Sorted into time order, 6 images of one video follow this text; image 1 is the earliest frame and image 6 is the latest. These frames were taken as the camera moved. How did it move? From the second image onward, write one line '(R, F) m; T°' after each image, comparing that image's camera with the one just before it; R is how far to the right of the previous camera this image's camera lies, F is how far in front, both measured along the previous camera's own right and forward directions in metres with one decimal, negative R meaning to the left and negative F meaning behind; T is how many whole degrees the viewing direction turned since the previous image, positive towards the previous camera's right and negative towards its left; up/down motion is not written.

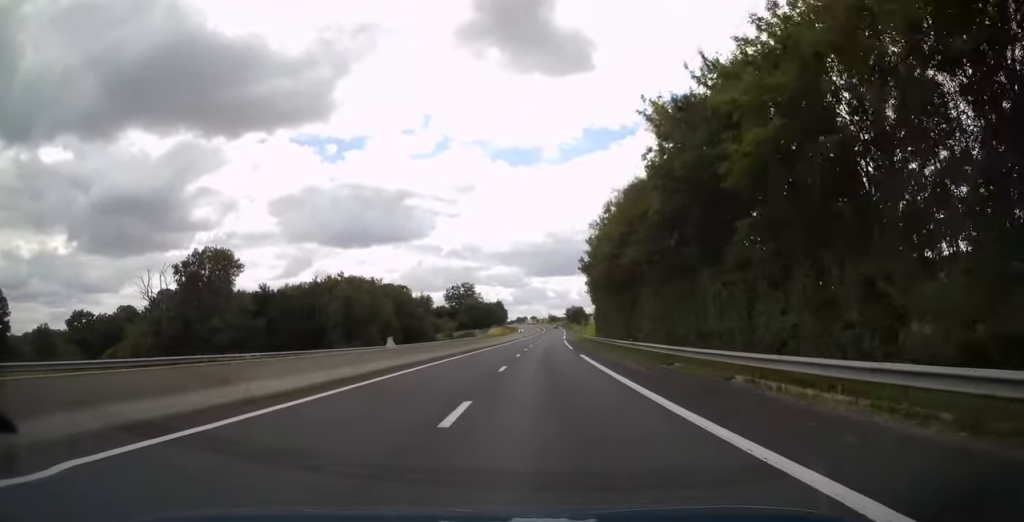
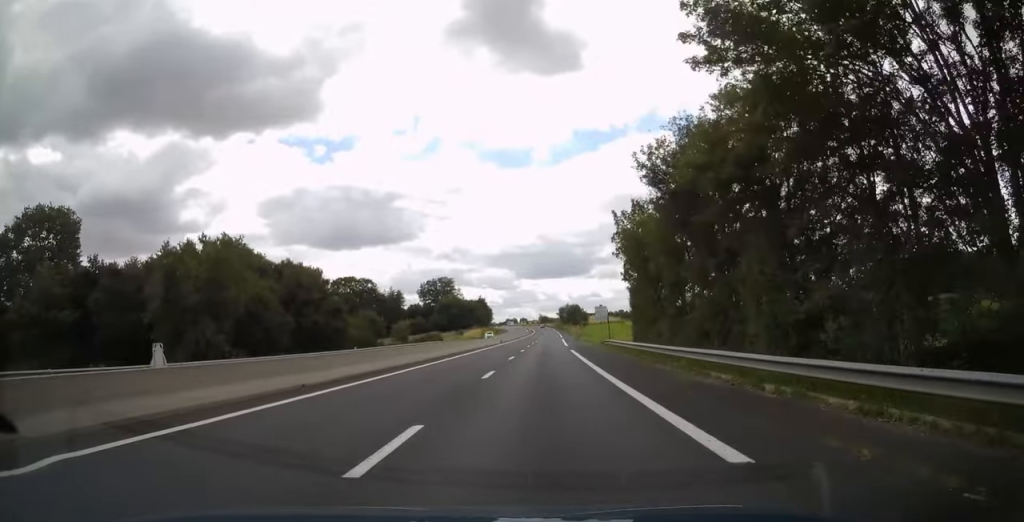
(+0.1, +41.6) m; +1°
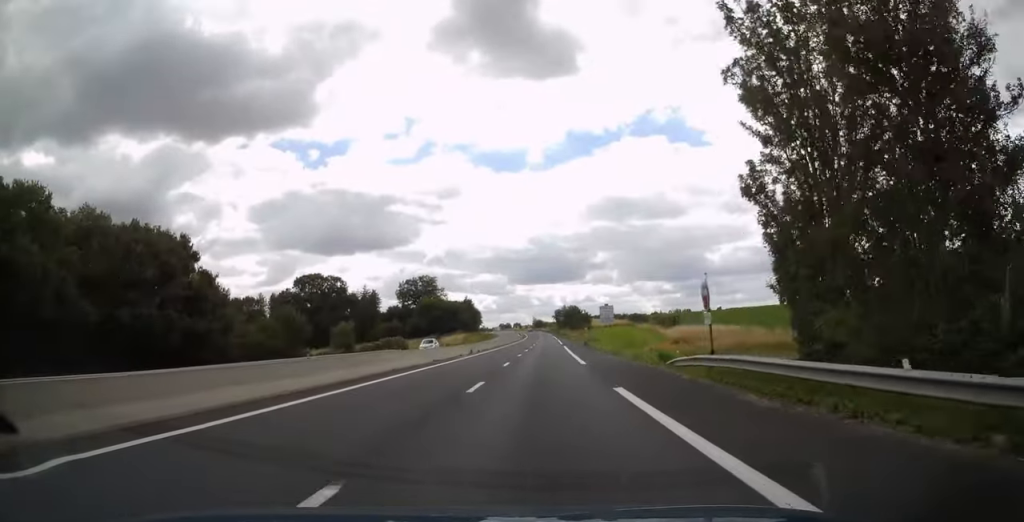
(+0.4, +29.1) m; 0°
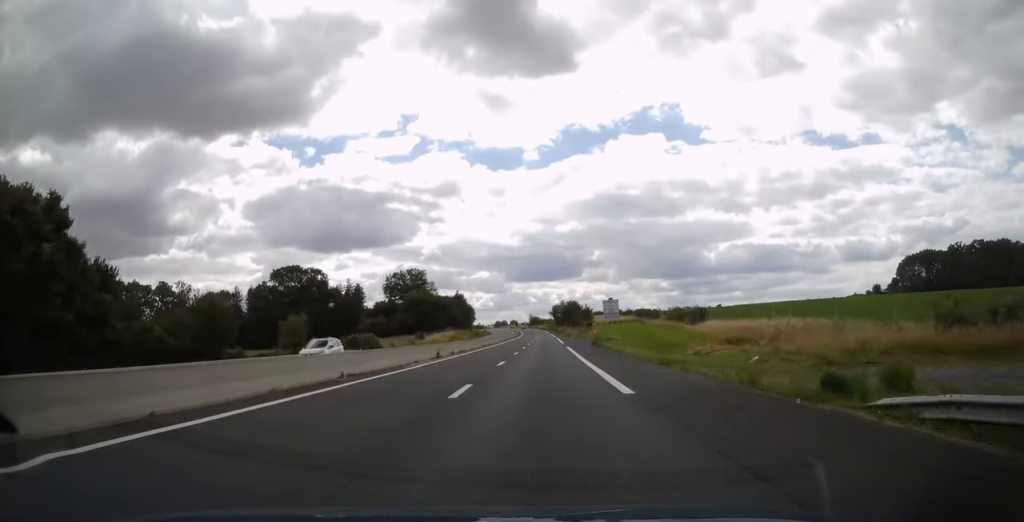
(-0.2, +15.3) m; 0°
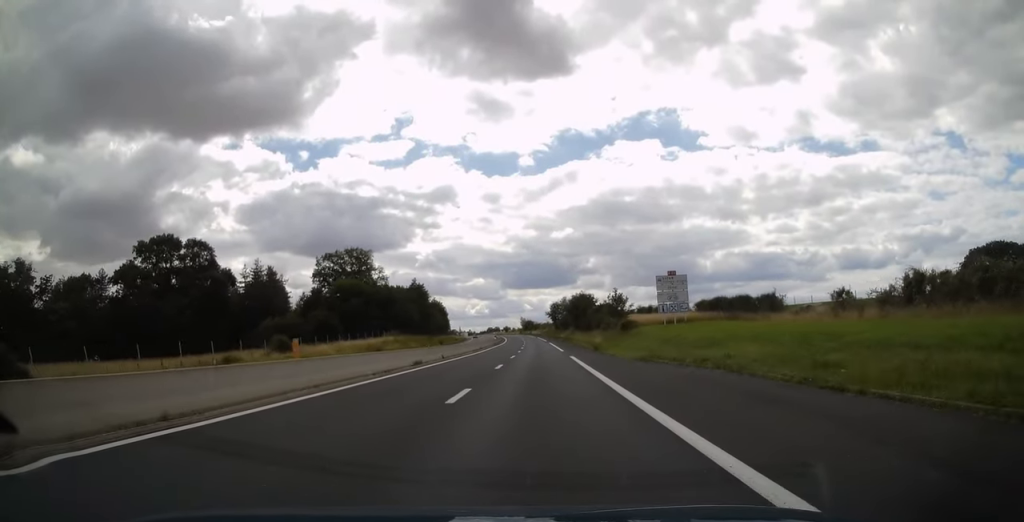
(+0.9, +64.4) m; 0°
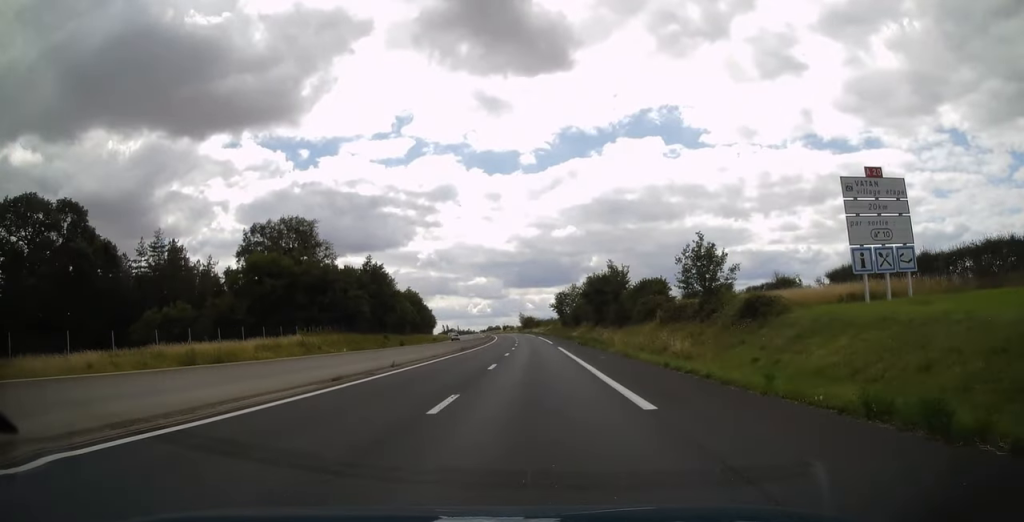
(-0.1, +40.5) m; 0°
